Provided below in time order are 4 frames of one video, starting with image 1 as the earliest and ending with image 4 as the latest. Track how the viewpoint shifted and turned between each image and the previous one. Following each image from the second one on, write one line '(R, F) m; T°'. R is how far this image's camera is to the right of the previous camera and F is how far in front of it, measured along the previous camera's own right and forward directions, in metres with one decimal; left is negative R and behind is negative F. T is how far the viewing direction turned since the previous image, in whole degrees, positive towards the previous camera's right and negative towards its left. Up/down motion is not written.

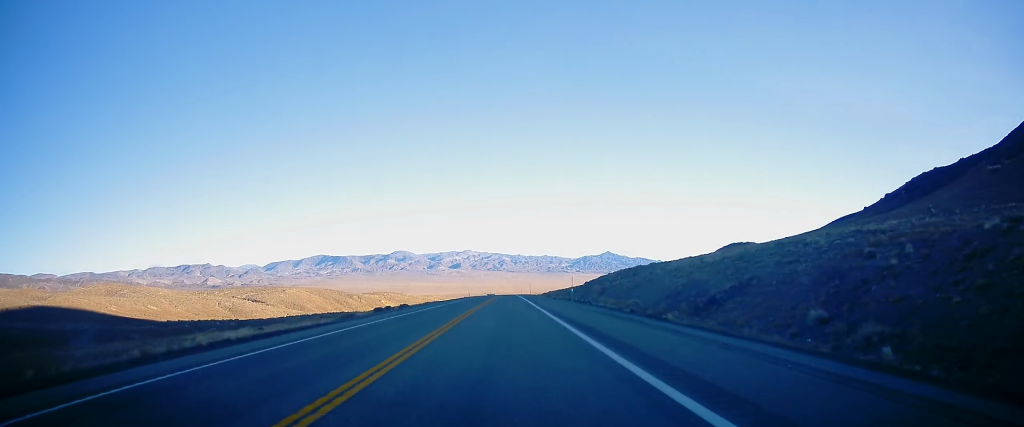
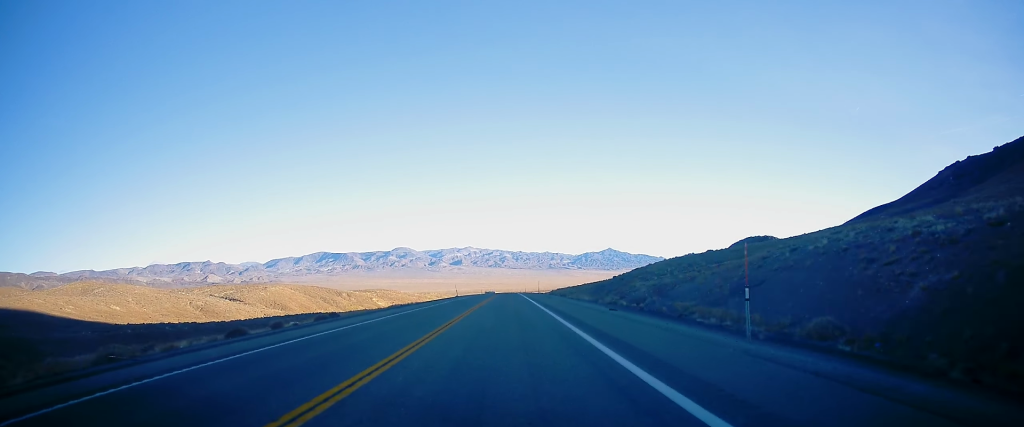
(-0.3, +34.7) m; -1°
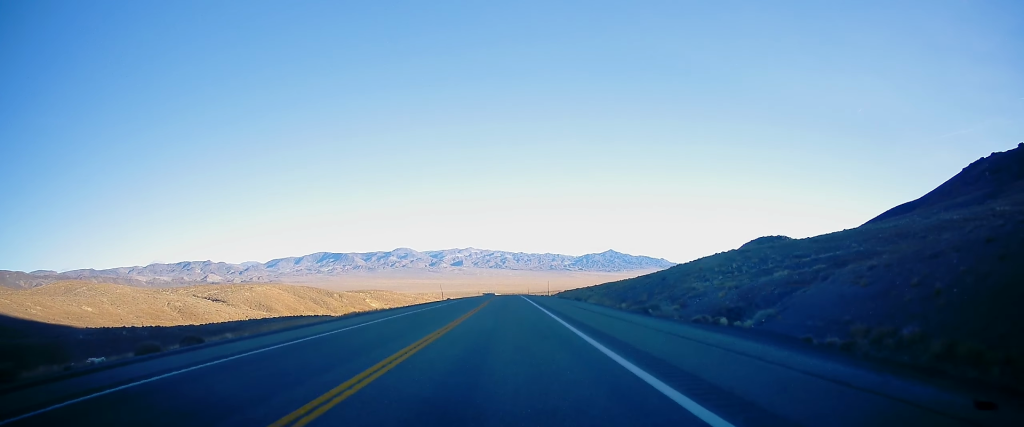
(+0.3, +23.0) m; -1°
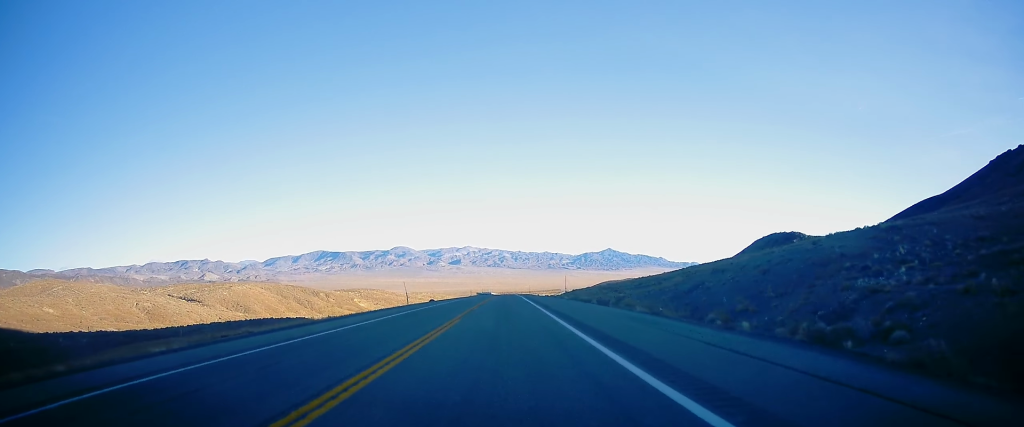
(-0.5, +26.4) m; 0°
